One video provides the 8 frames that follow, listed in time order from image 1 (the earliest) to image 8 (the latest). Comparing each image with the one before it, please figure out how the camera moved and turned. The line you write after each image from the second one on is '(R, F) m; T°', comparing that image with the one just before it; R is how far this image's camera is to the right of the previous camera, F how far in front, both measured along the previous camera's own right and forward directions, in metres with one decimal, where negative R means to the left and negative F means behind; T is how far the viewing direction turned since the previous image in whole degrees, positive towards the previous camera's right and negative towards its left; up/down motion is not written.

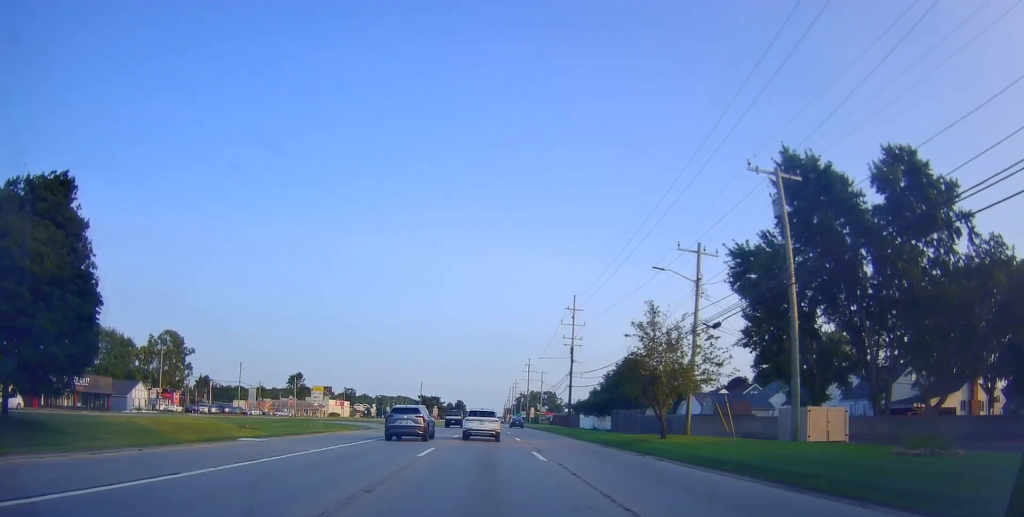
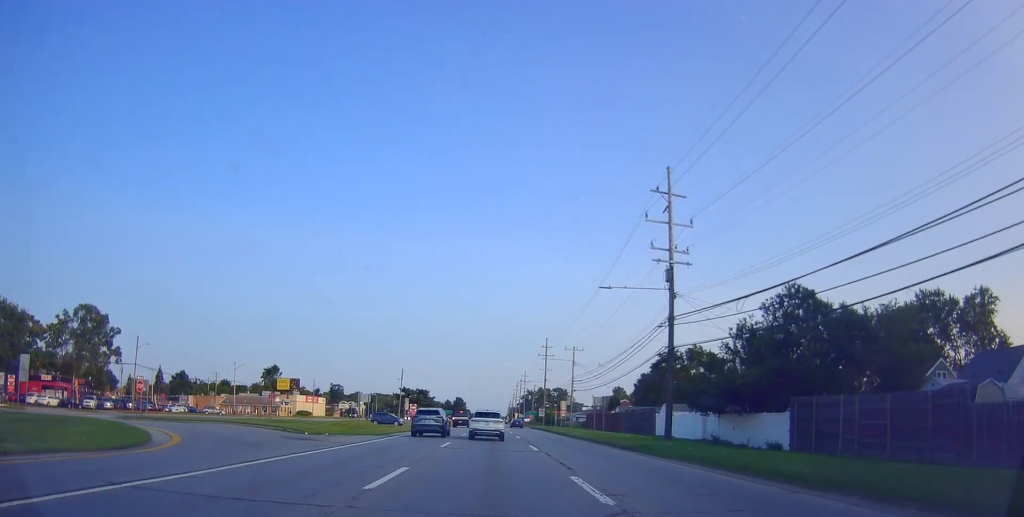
(+0.1, +41.6) m; 0°
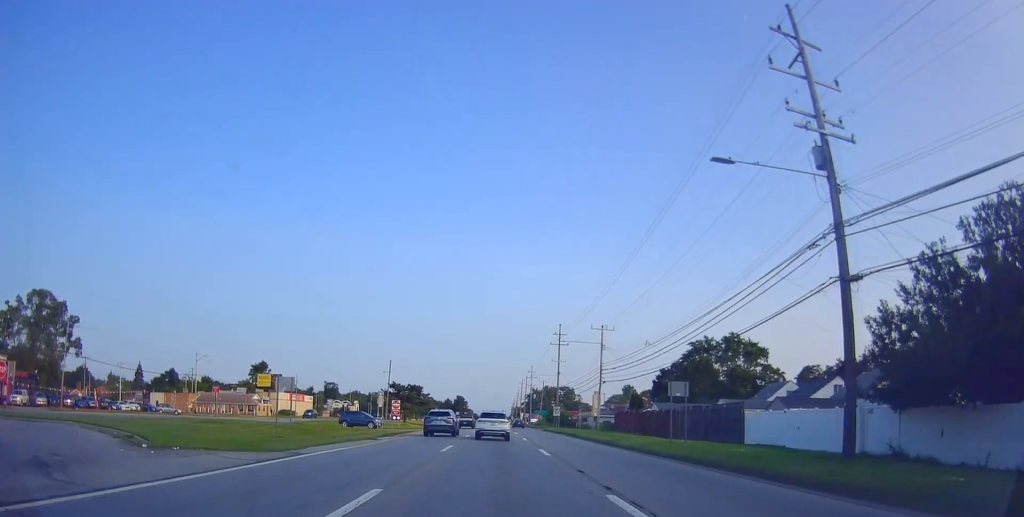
(+0.4, +17.9) m; +2°
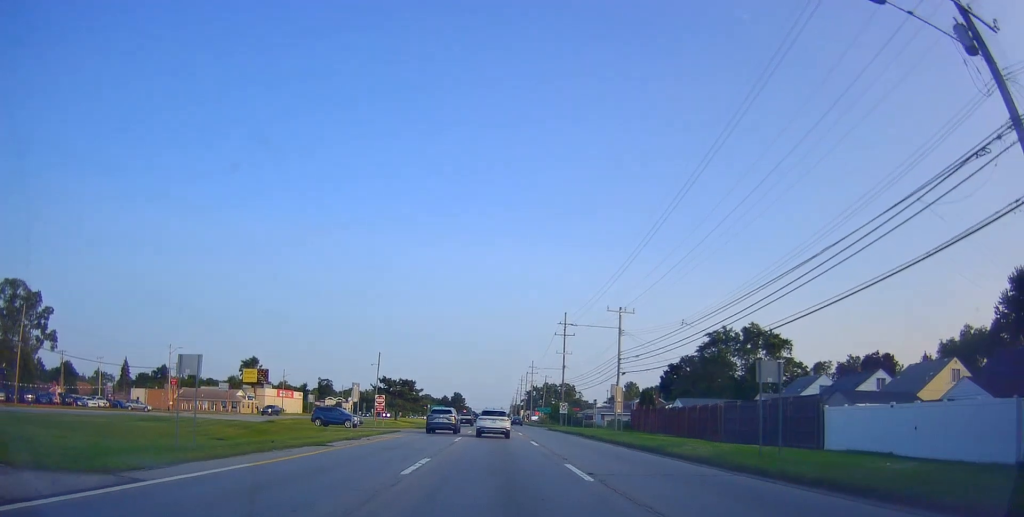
(+0.2, +8.9) m; -1°
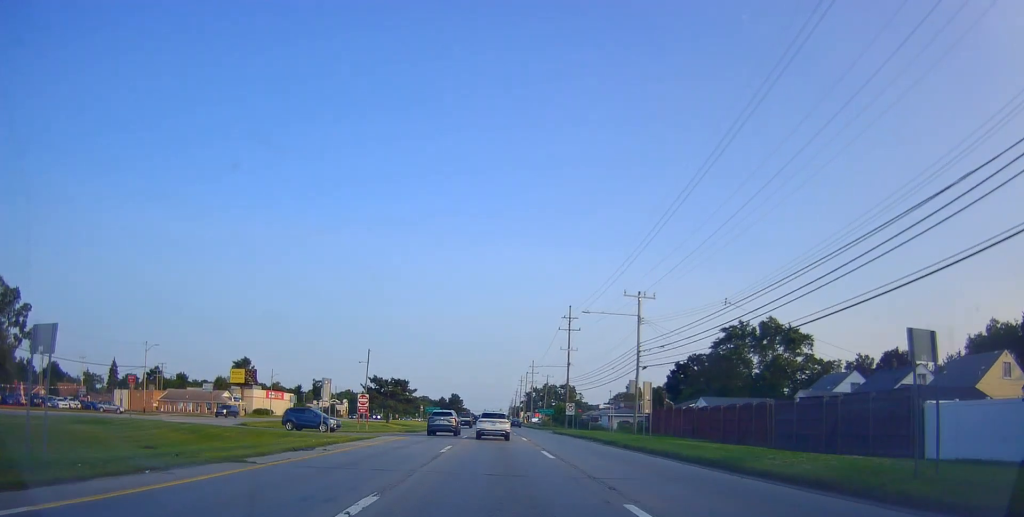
(+0.3, +7.1) m; -1°
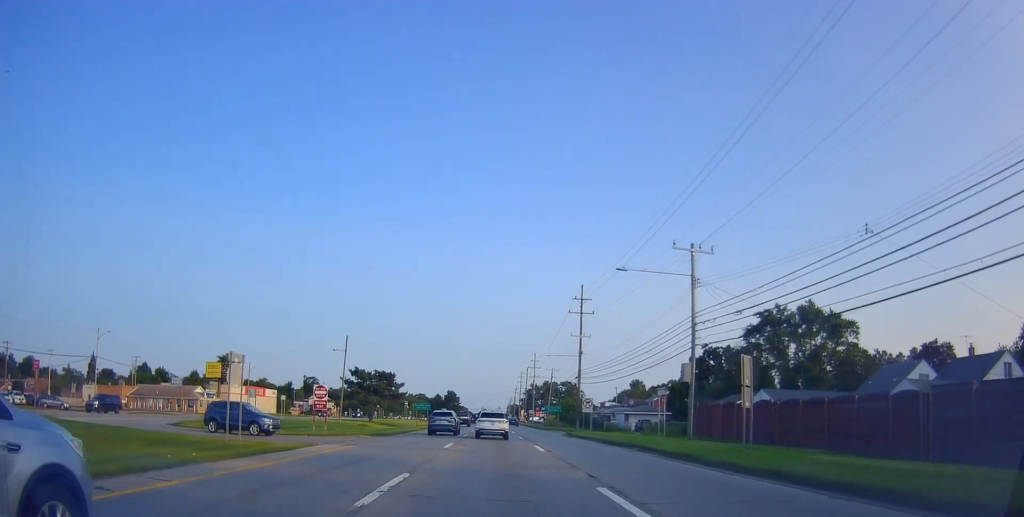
(-0.5, +12.3) m; -2°
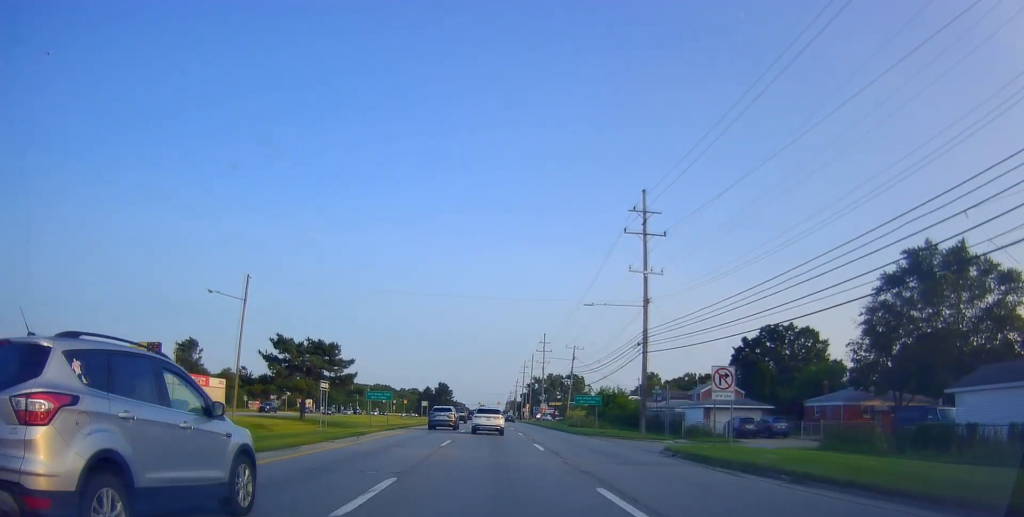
(-0.2, +30.6) m; 0°
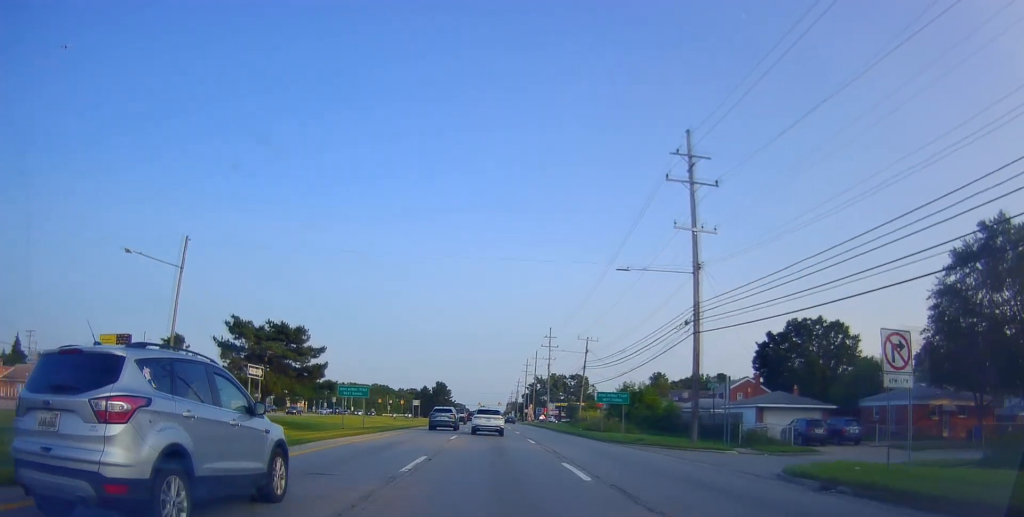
(+0.3, +10.1) m; 0°
